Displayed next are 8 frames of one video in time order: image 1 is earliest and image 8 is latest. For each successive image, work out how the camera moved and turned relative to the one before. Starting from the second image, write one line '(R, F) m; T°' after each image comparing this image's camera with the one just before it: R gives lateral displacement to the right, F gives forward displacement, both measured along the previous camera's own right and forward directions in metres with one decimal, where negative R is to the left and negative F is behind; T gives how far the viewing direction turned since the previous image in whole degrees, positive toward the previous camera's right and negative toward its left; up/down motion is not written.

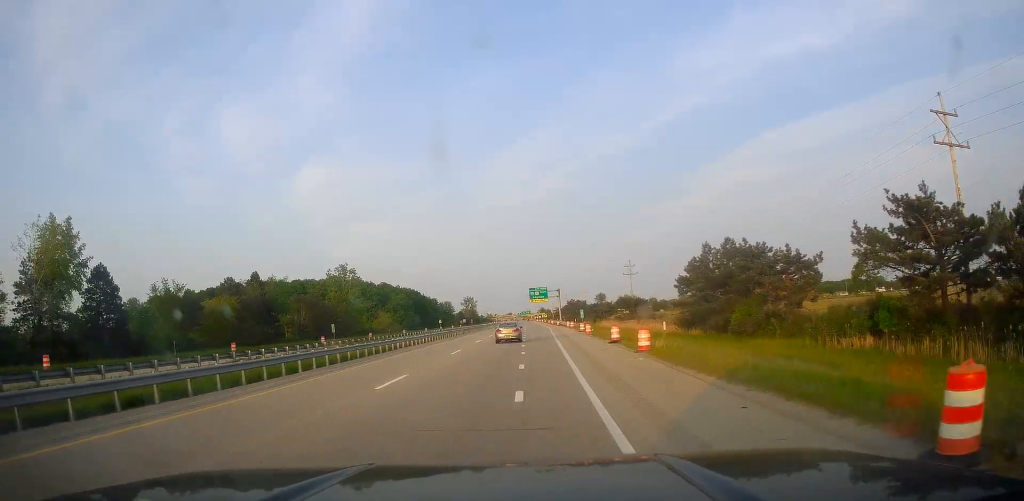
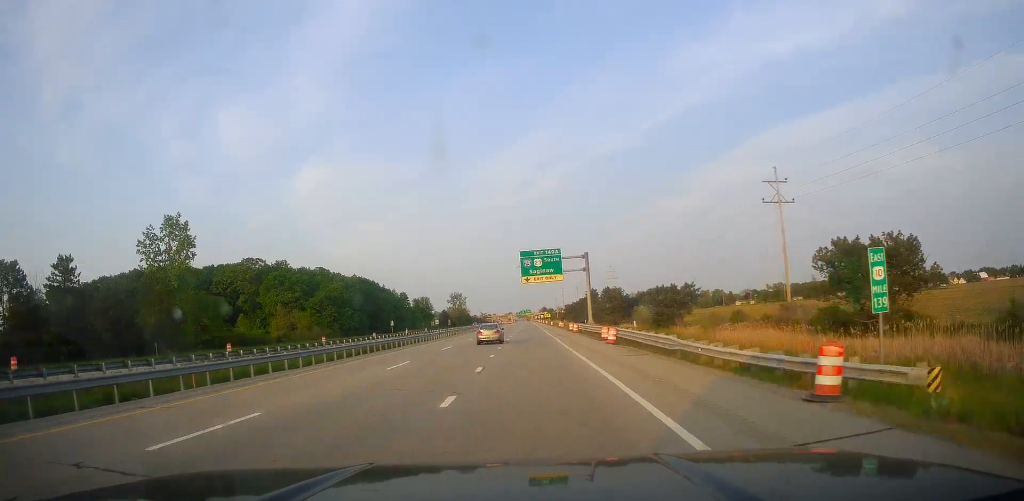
(0.0, +84.0) m; 0°
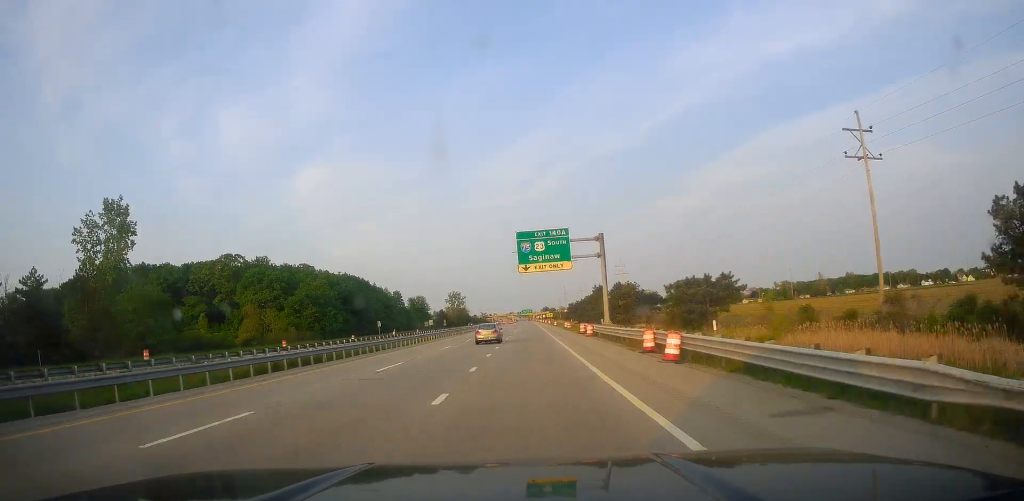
(0.0, +15.0) m; 0°
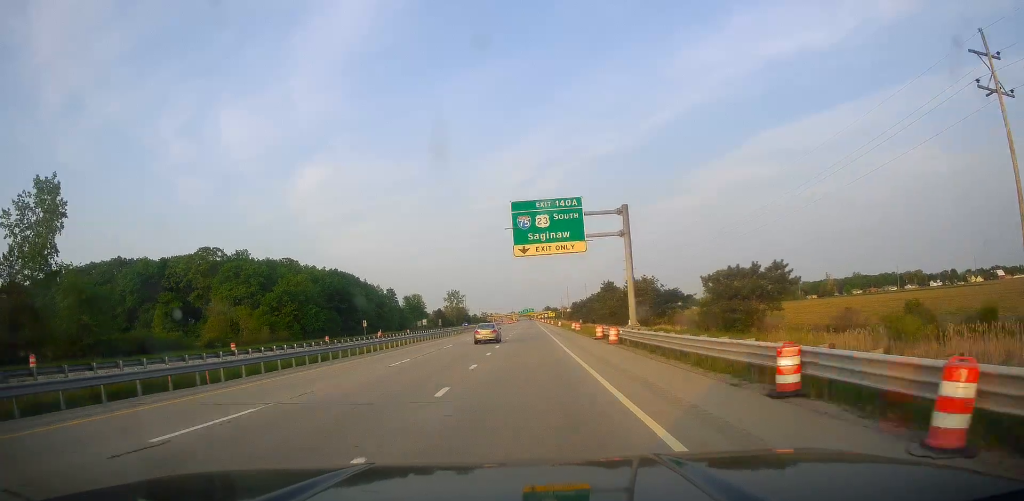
(0.0, +13.8) m; 0°
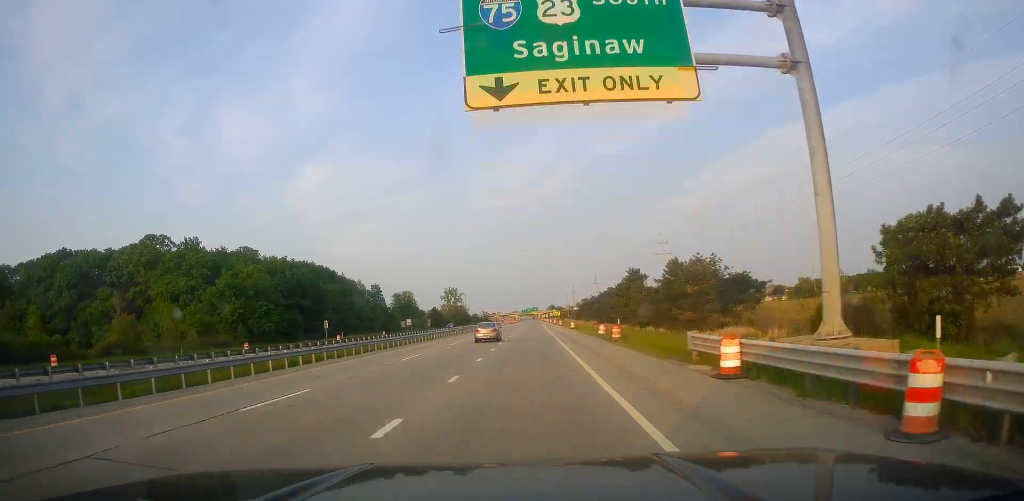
(-0.1, +27.6) m; -1°
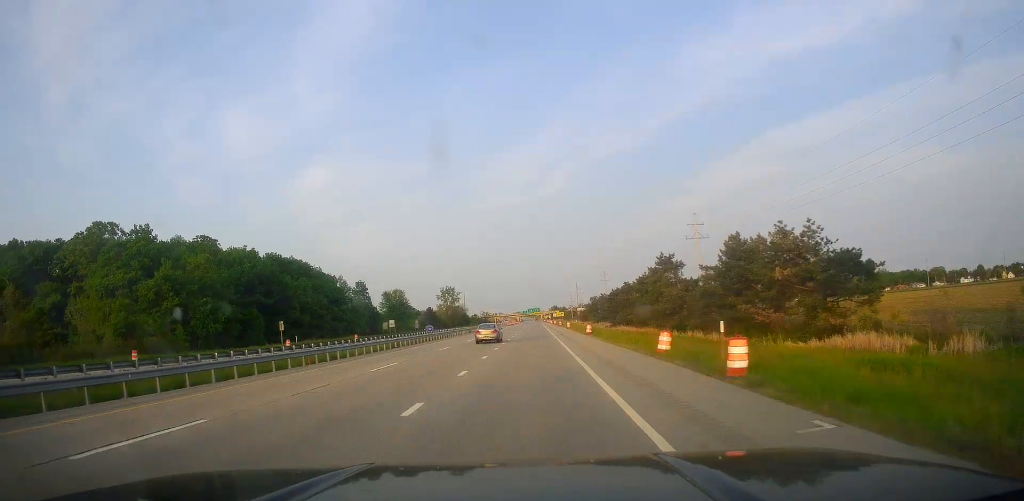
(-0.2, +20.7) m; -1°
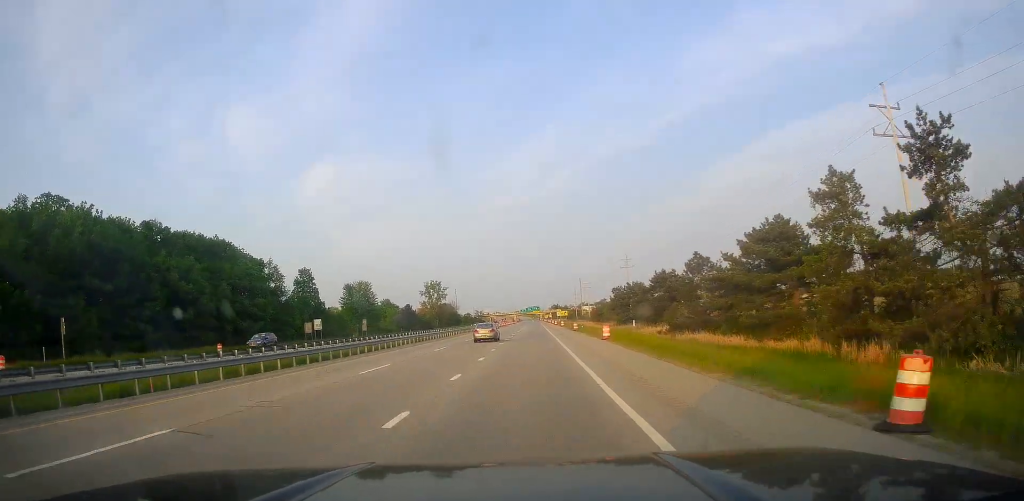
(+0.1, +46.8) m; +1°
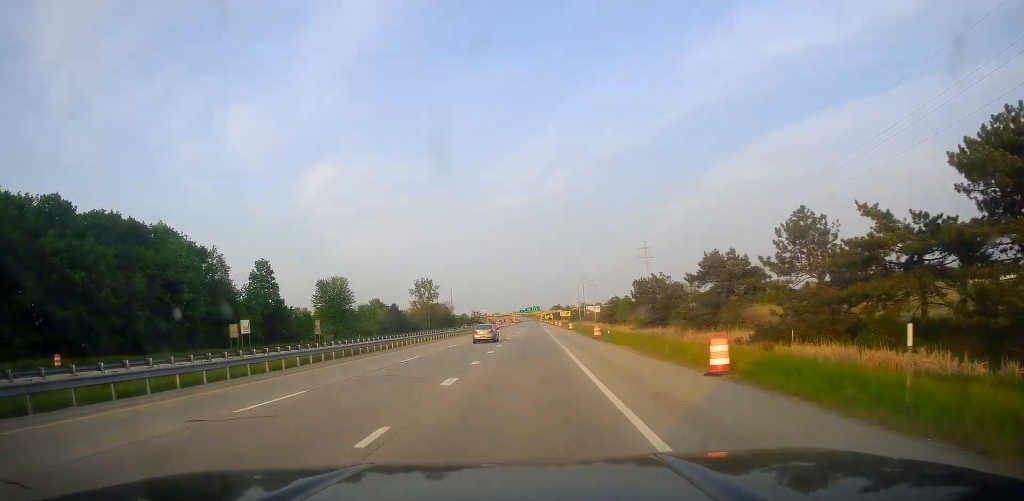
(+0.4, +23.8) m; 0°
